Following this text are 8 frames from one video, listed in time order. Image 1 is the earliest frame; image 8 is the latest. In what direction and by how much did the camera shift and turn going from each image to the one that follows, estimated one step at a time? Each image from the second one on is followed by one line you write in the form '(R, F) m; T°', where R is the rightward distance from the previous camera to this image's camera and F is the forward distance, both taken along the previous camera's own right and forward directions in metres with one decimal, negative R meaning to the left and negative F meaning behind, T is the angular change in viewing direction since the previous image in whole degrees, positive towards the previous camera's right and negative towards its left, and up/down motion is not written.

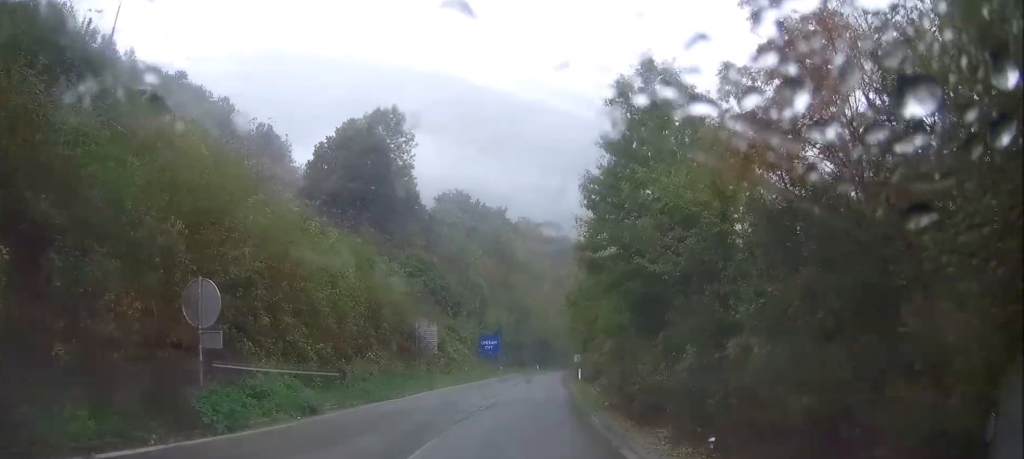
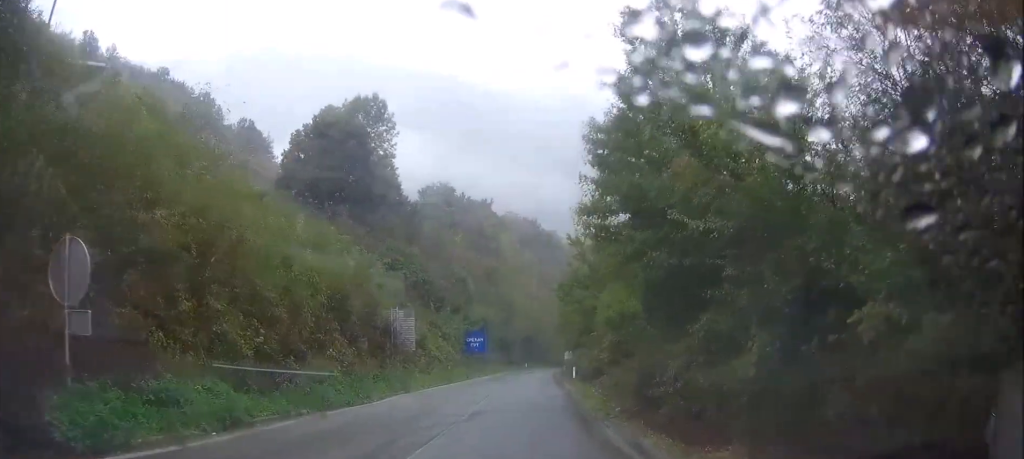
(0.0, +4.6) m; 0°
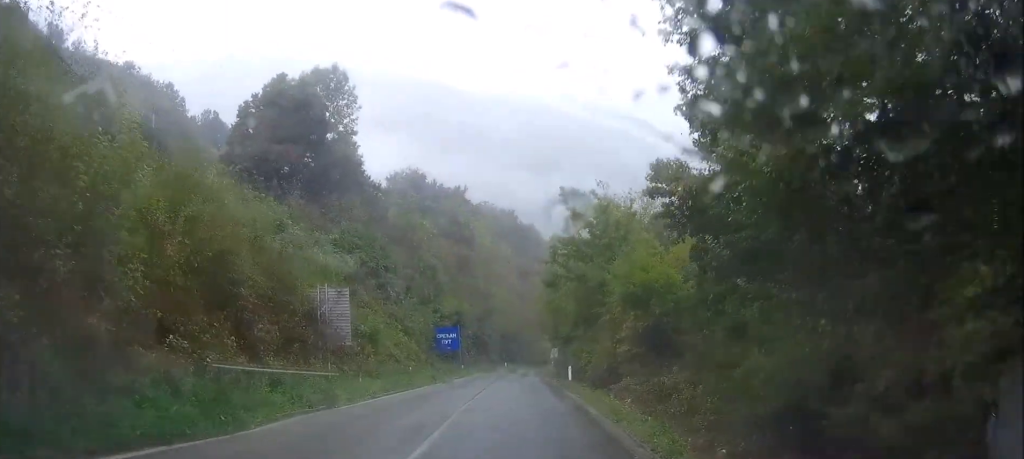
(0.0, +9.6) m; +2°
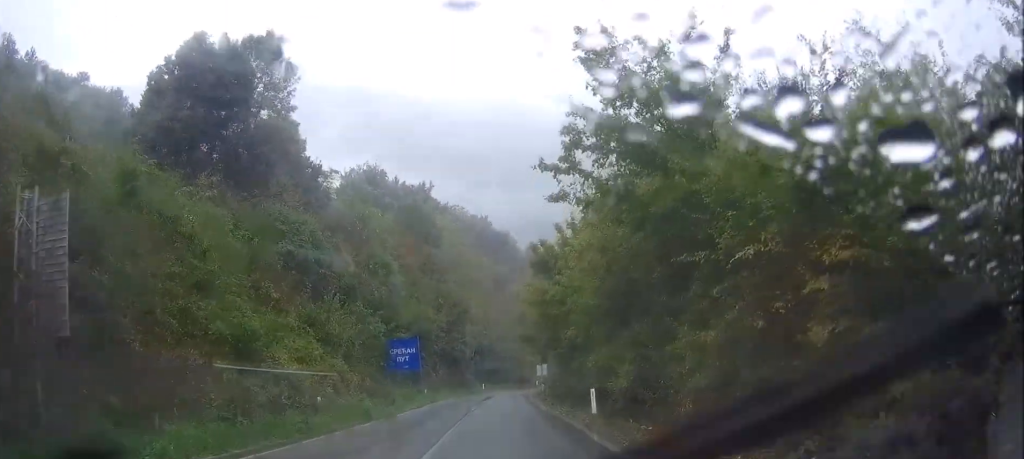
(+0.4, +14.5) m; +1°
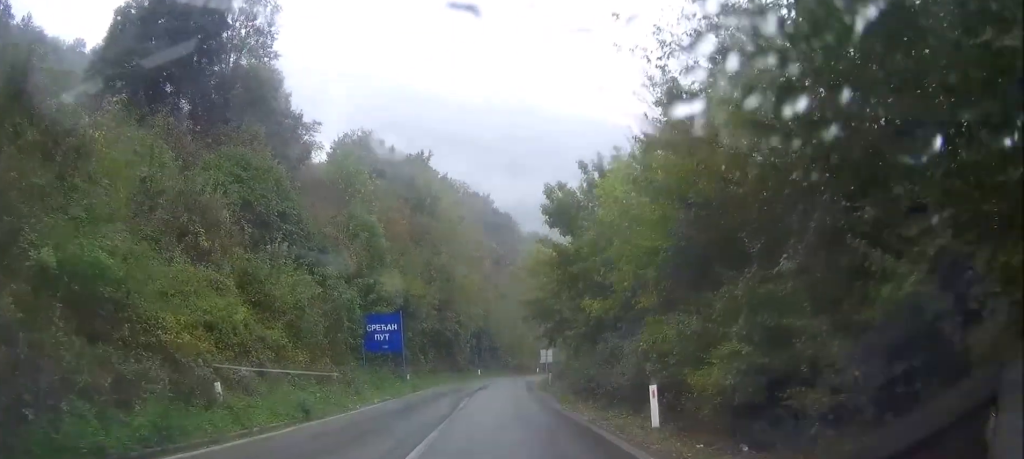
(-0.2, +7.8) m; -1°
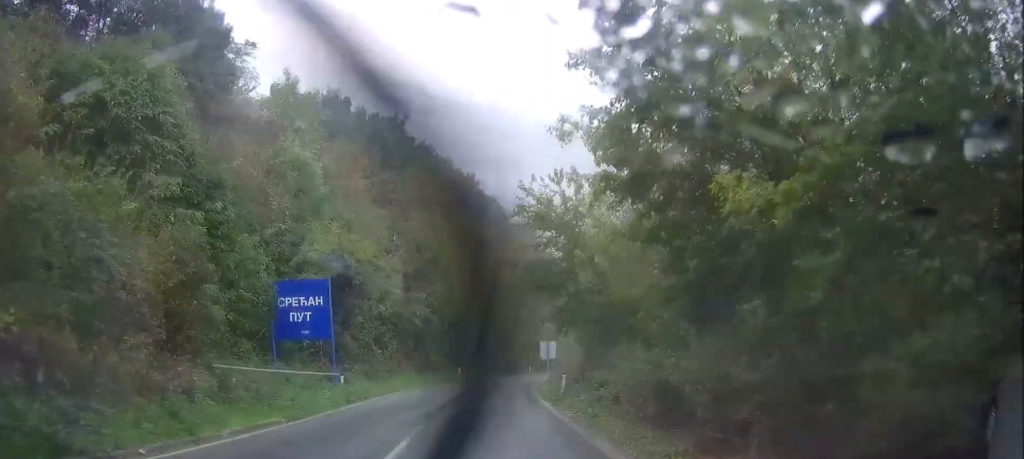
(+0.1, +14.0) m; 0°
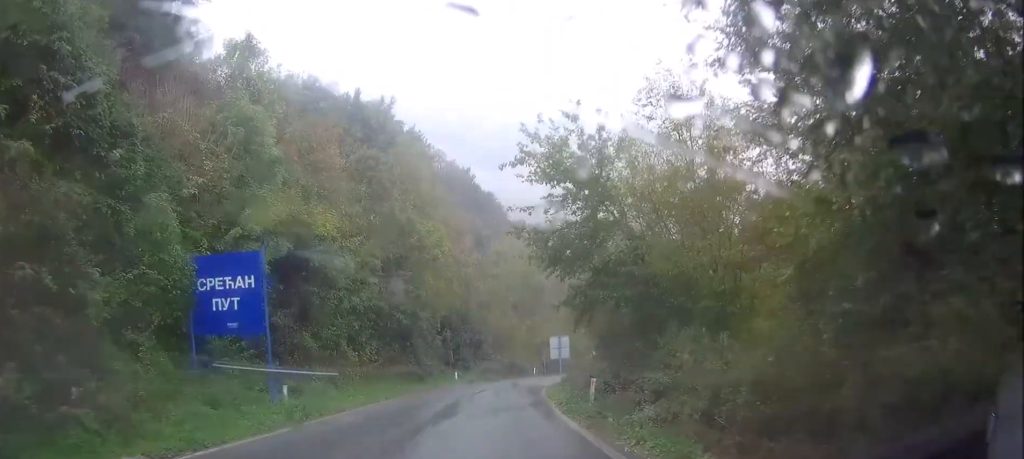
(0.0, +6.9) m; 0°
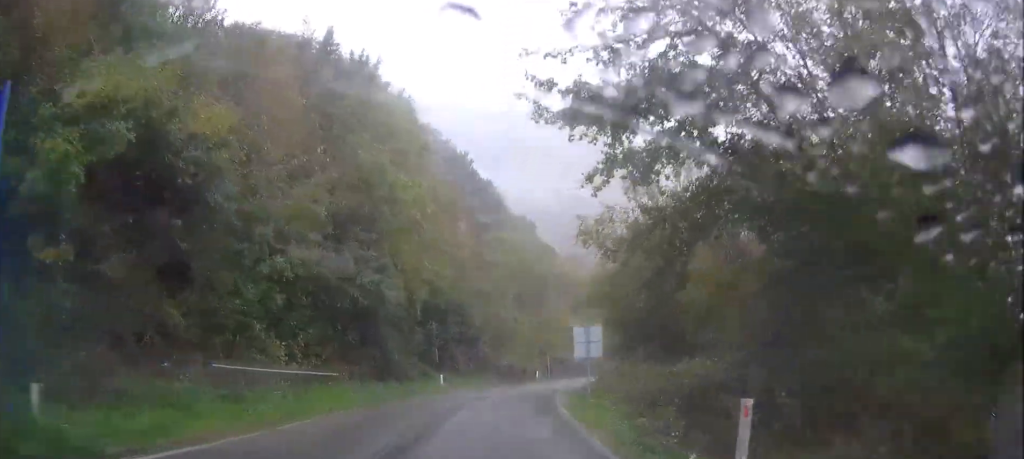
(0.0, +10.2) m; +1°
